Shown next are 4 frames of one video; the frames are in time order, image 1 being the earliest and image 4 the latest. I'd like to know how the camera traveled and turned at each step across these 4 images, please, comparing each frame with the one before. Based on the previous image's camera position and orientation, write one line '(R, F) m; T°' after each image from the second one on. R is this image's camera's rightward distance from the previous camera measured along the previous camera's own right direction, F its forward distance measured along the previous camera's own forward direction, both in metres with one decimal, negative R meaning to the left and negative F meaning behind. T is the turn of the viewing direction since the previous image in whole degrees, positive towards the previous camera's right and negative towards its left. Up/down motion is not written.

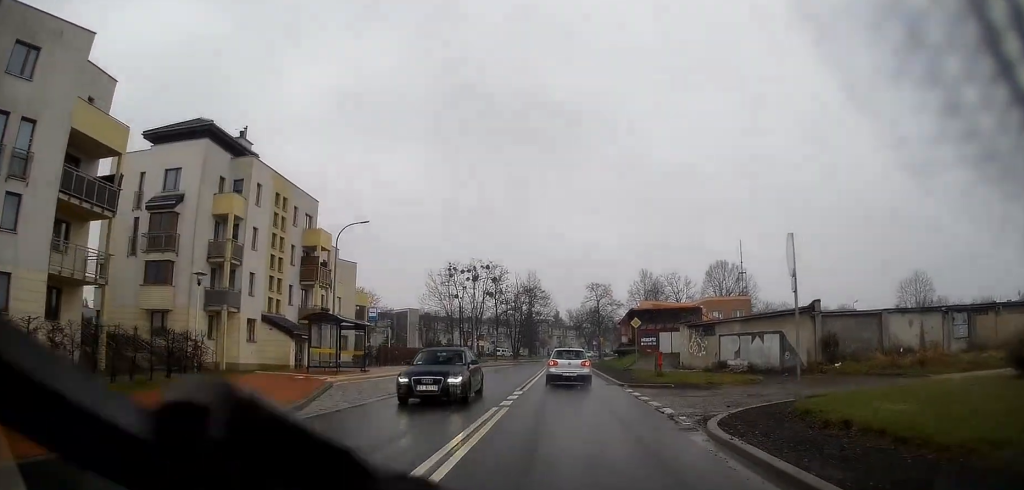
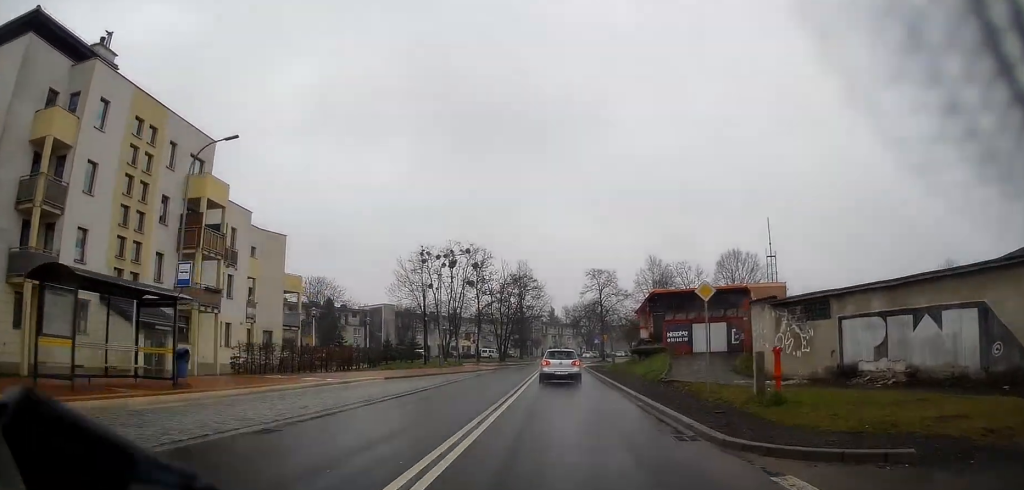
(+0.1, +16.1) m; 0°
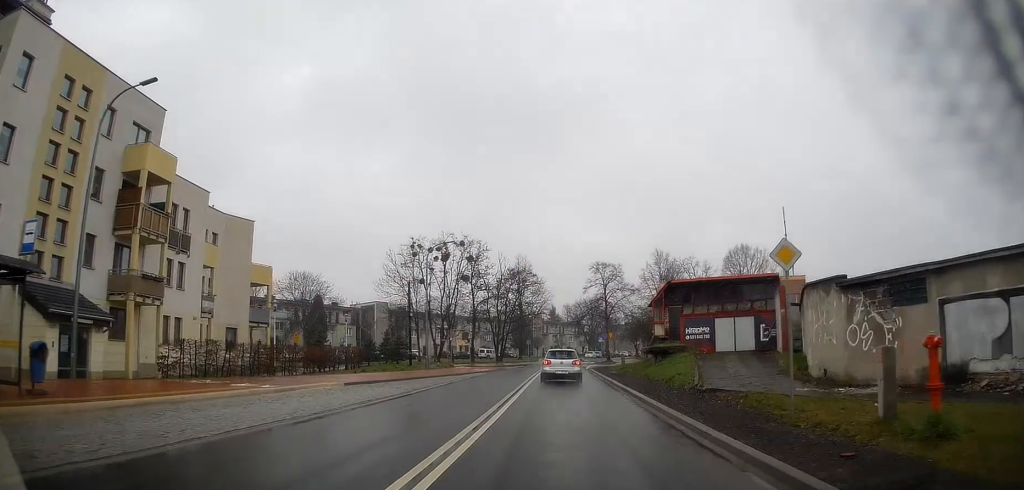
(0.0, +5.7) m; 0°
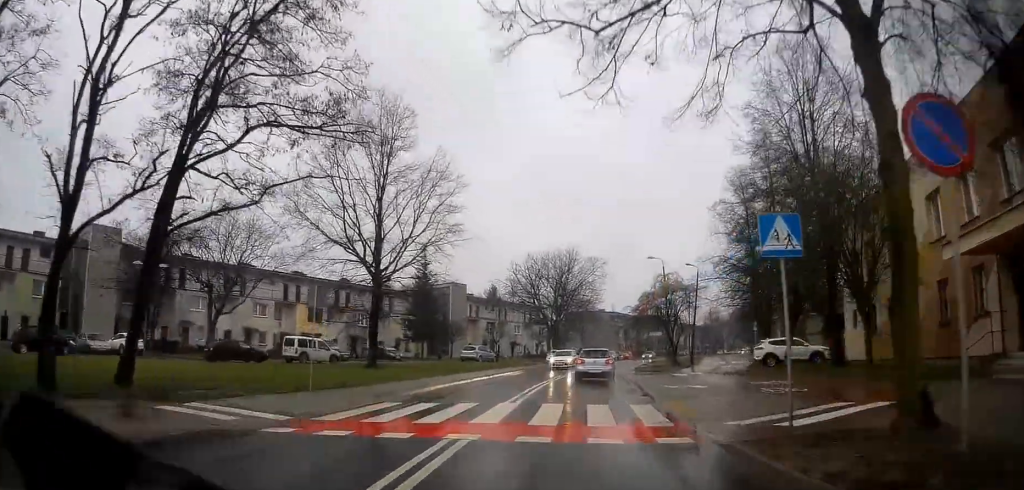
(+1.4, +66.6) m; +5°
